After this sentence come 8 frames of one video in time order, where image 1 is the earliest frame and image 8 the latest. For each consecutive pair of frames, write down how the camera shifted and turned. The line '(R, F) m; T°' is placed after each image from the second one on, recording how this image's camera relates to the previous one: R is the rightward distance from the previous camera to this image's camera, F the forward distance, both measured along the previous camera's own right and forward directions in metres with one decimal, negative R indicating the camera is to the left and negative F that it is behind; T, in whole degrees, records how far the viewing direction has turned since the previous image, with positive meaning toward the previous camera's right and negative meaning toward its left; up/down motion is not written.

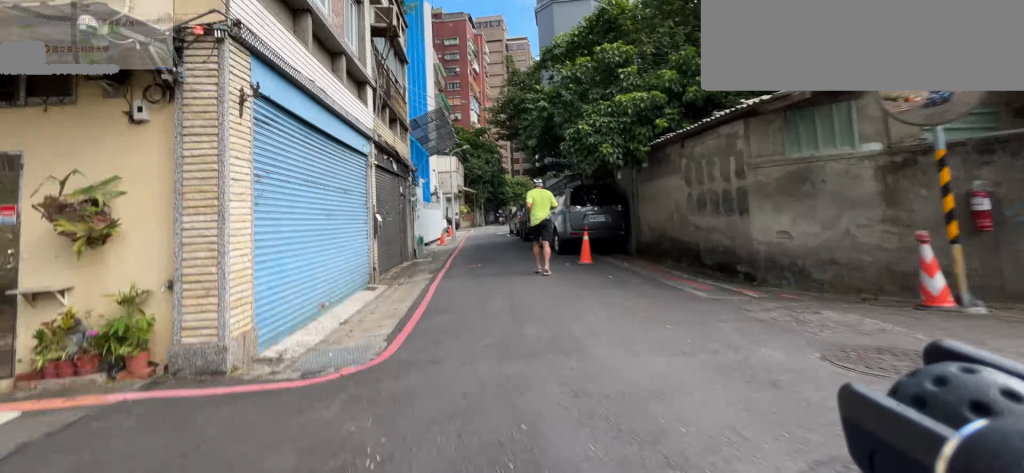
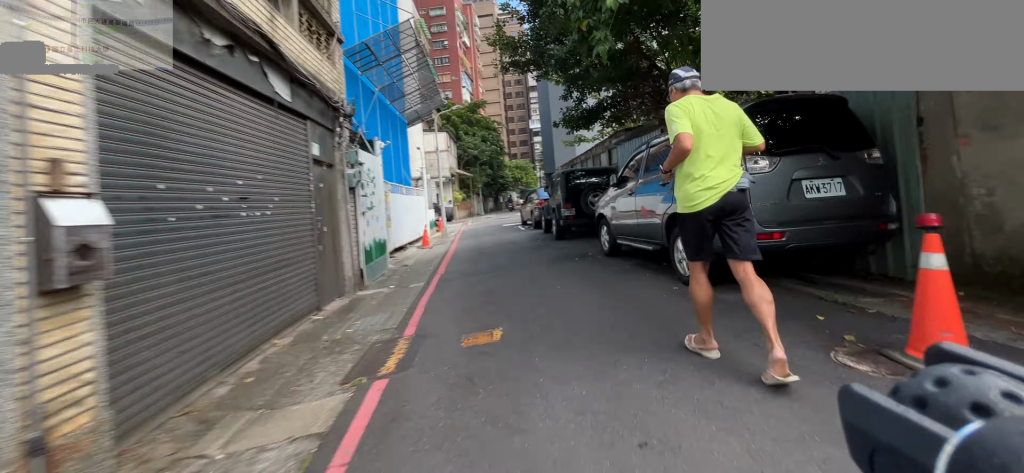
(-0.1, +6.5) m; +4°
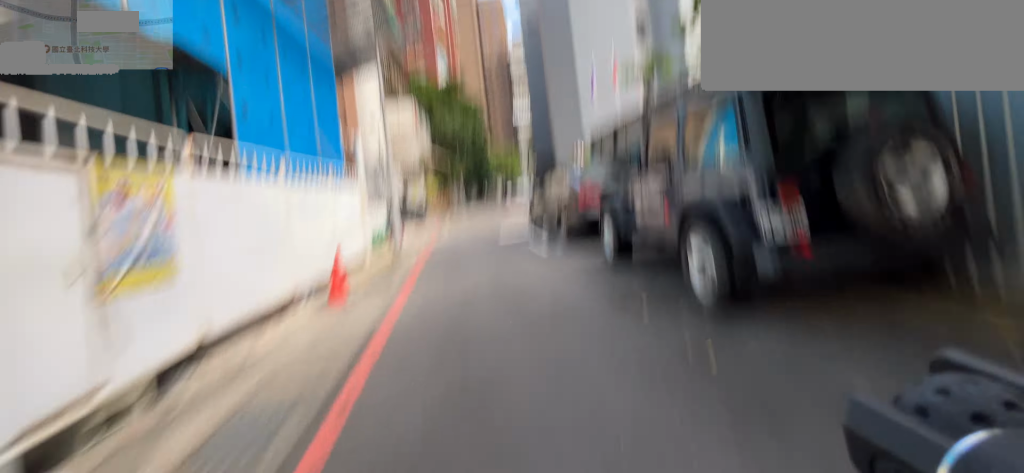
(+0.5, +6.1) m; +6°
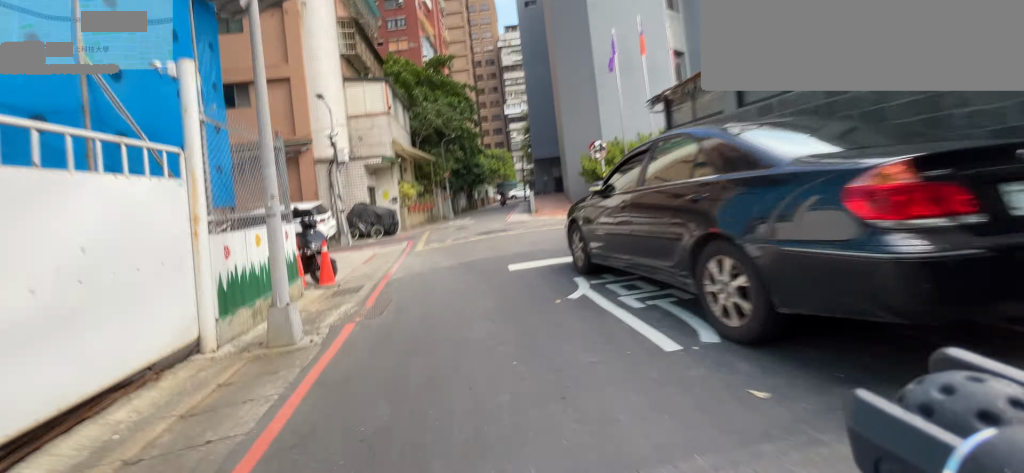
(+0.2, +4.4) m; +17°
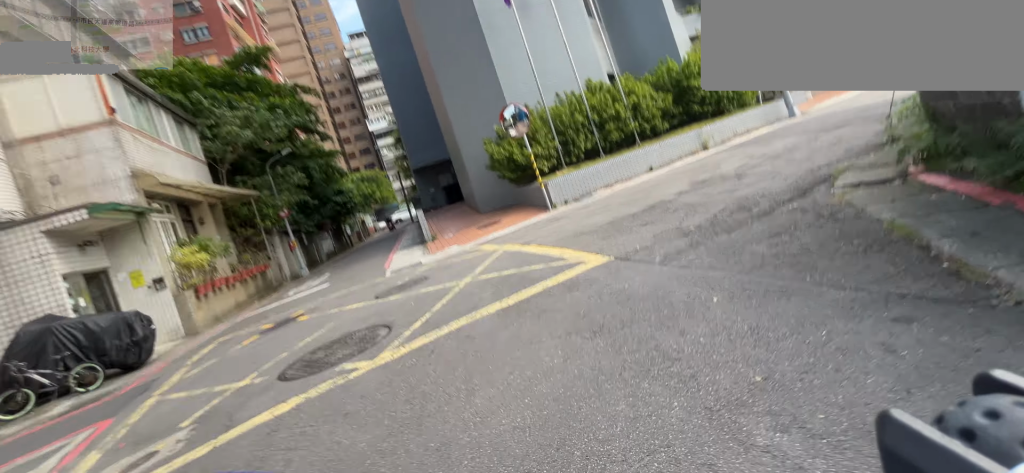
(+2.3, +5.8) m; +44°
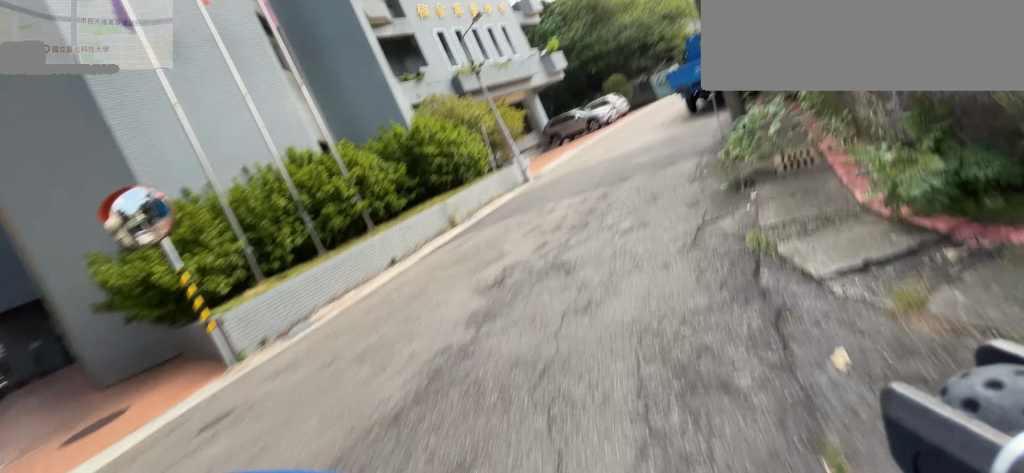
(+1.5, +5.1) m; +17°
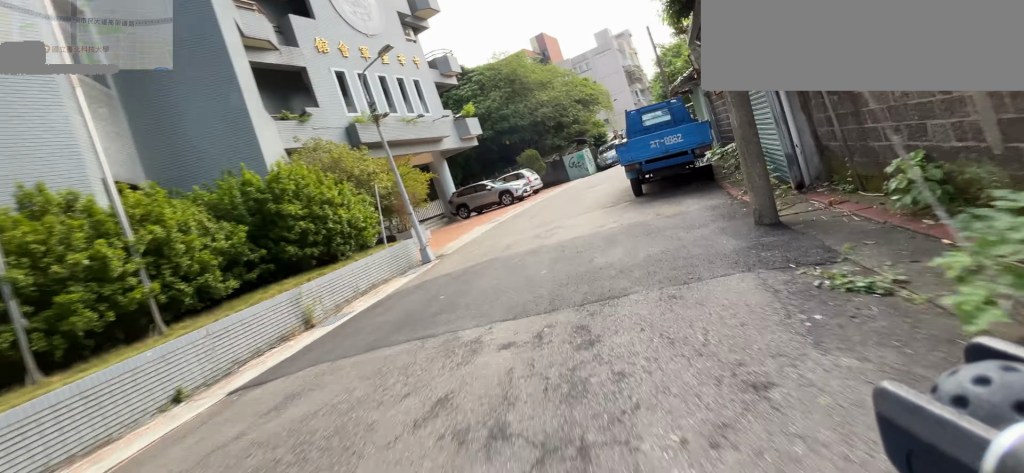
(0.0, +4.0) m; +1°
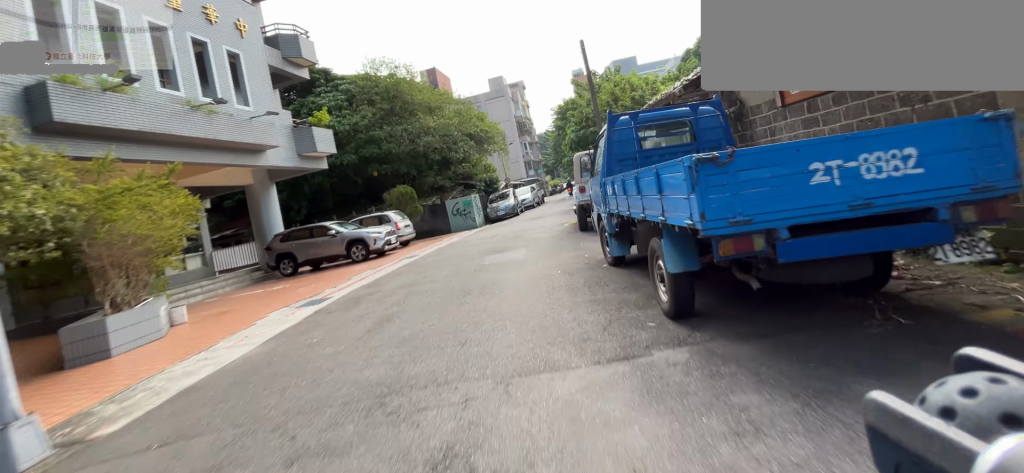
(+0.2, +7.7) m; +6°
